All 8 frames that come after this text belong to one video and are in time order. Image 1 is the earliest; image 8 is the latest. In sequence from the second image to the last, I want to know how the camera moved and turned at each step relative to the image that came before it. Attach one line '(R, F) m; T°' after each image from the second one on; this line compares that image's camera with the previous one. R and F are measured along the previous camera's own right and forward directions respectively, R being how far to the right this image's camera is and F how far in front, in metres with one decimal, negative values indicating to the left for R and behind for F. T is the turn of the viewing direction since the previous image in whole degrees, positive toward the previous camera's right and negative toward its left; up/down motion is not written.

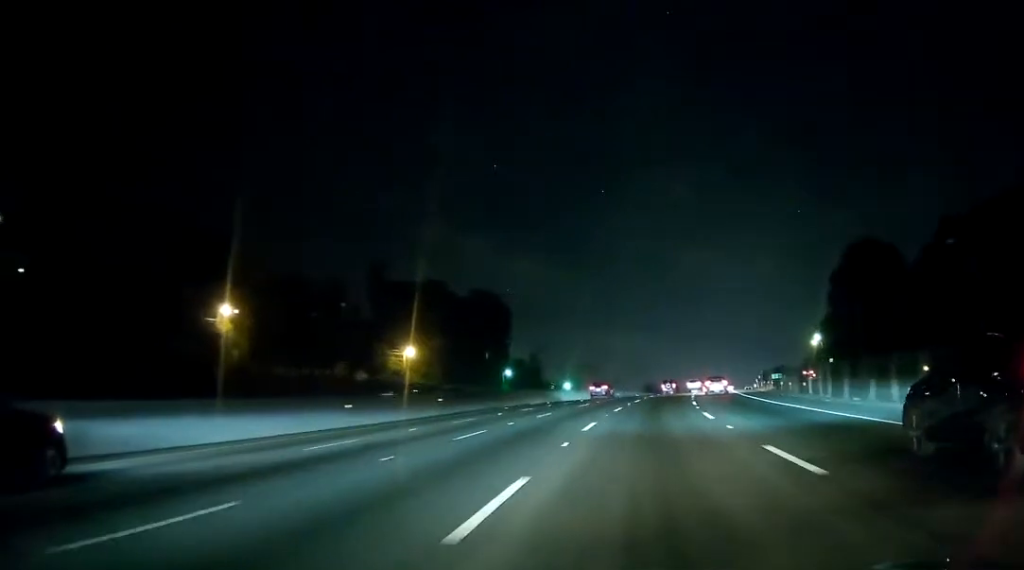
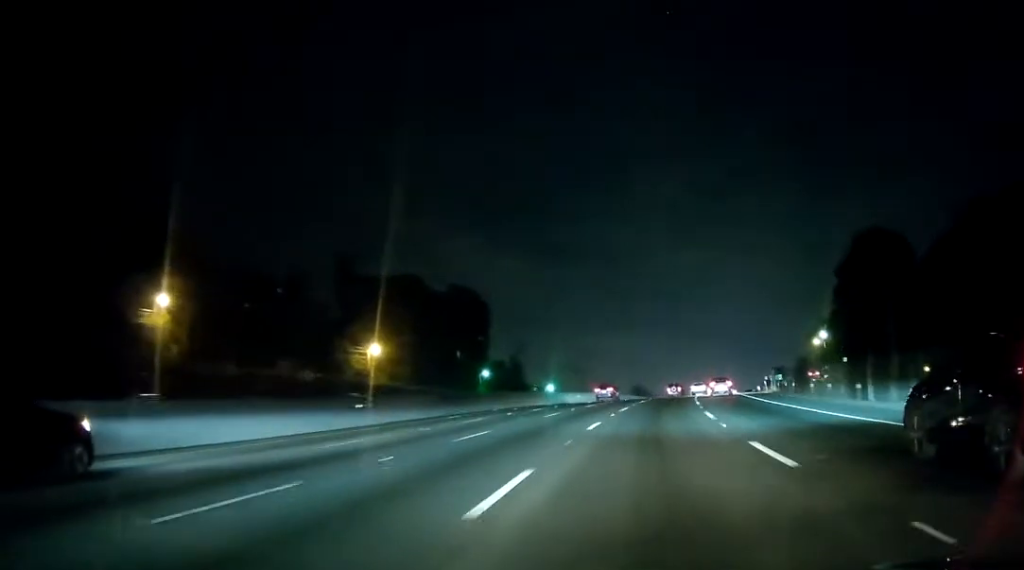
(+0.2, +13.0) m; +1°
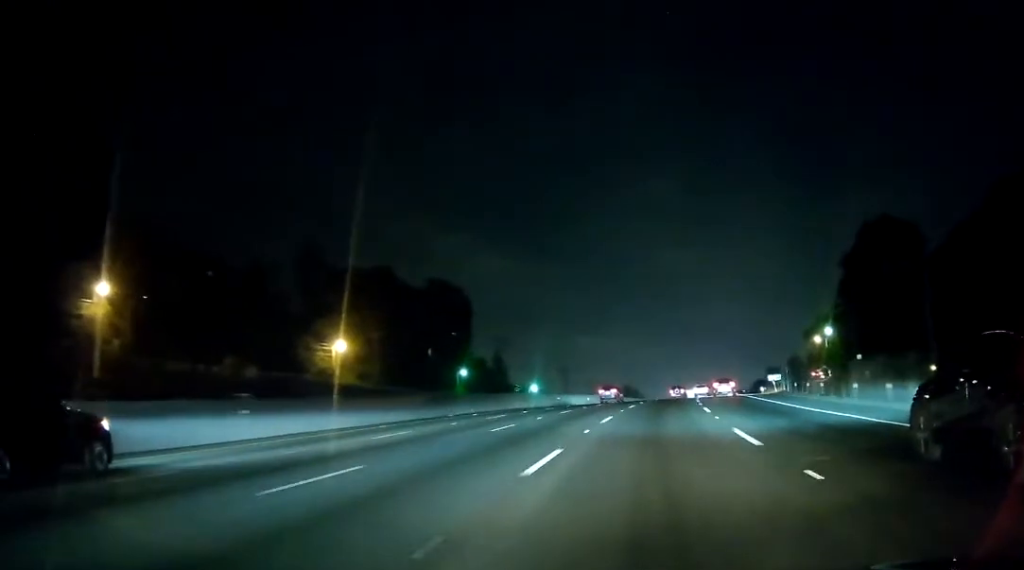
(+0.3, +11.4) m; +1°
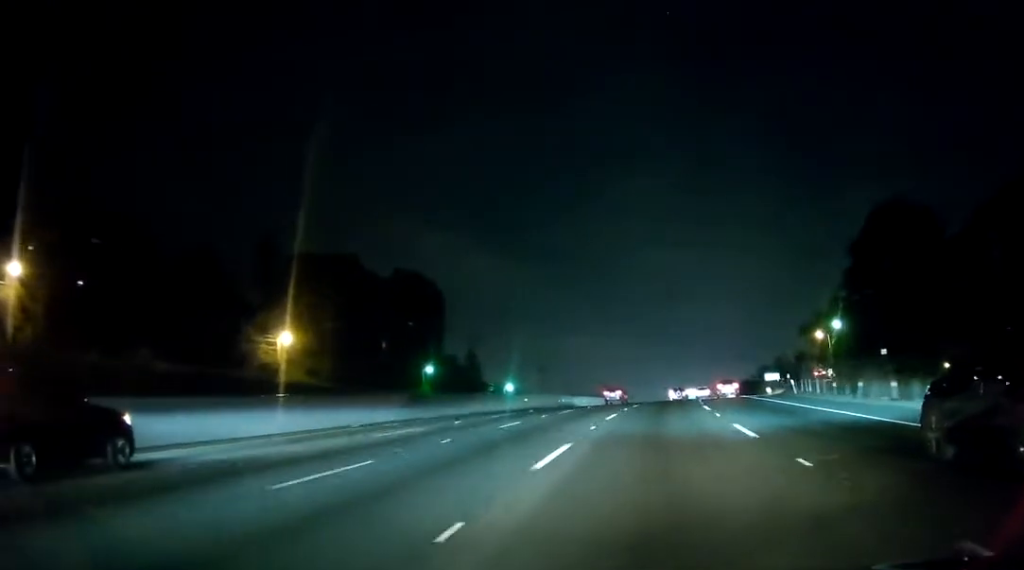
(+0.1, +13.9) m; +1°
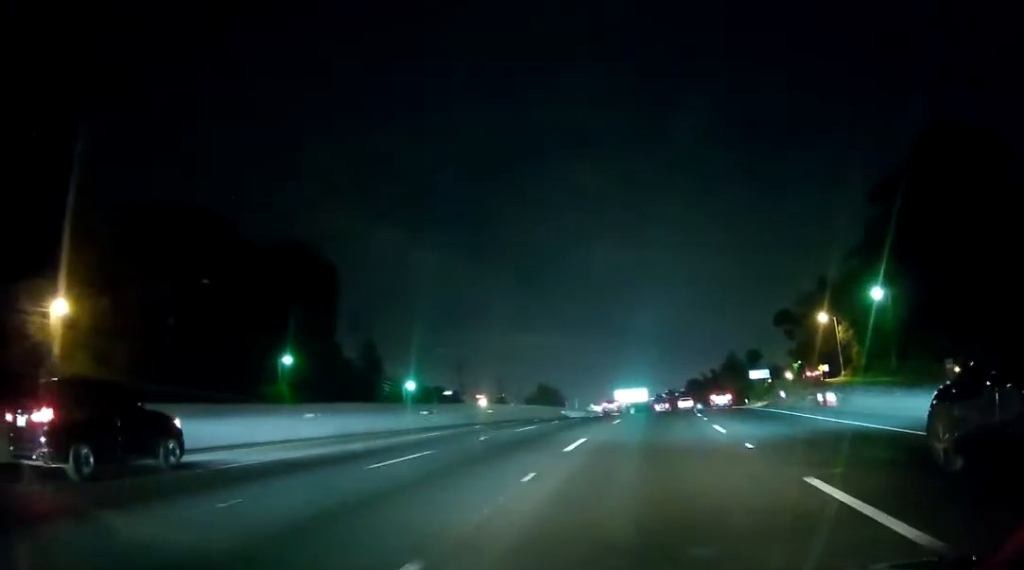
(+1.4, +39.2) m; +5°
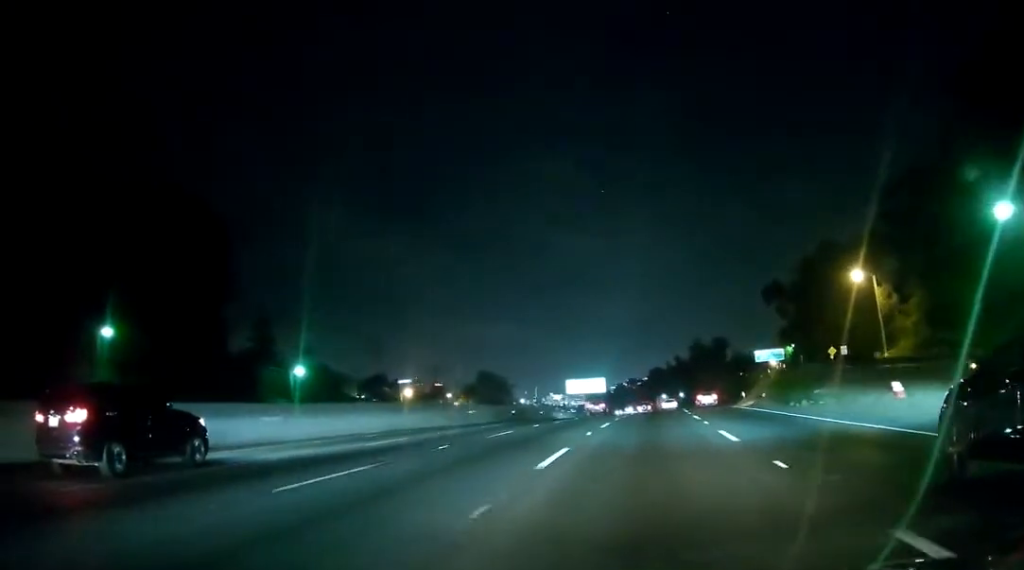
(+0.5, +33.9) m; +1°
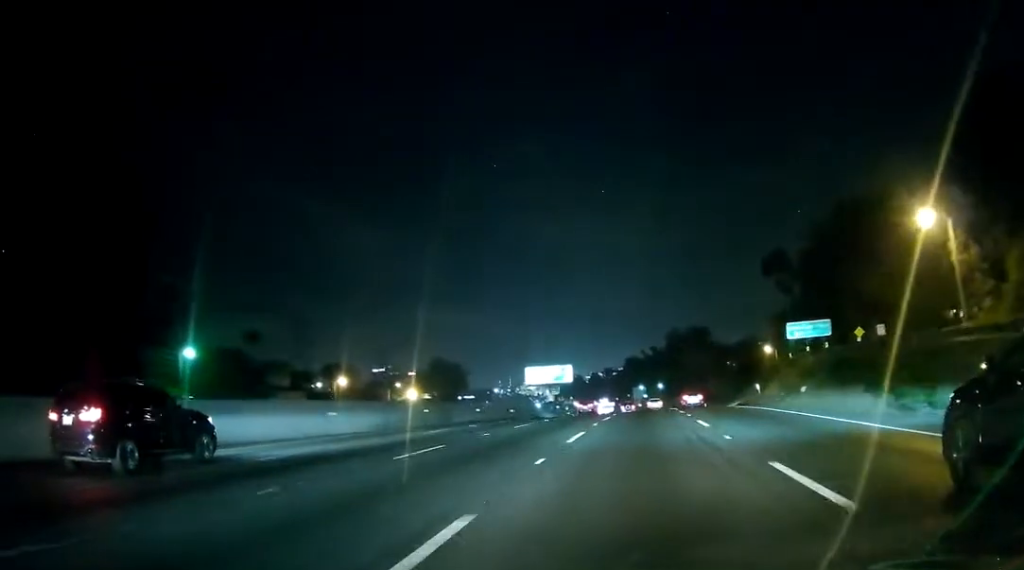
(+0.1, +24.3) m; +1°
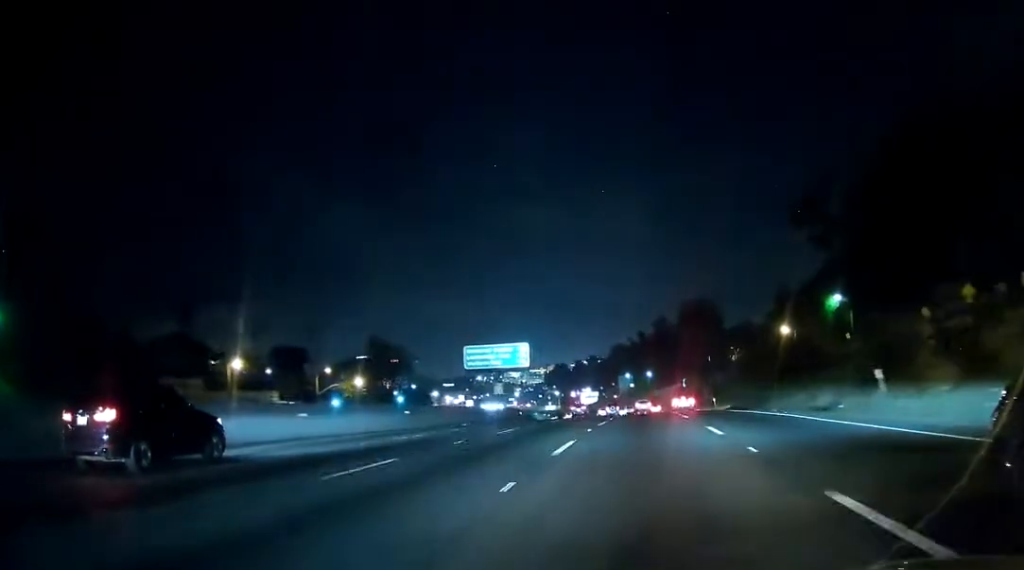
(+0.9, +33.1) m; +3°
